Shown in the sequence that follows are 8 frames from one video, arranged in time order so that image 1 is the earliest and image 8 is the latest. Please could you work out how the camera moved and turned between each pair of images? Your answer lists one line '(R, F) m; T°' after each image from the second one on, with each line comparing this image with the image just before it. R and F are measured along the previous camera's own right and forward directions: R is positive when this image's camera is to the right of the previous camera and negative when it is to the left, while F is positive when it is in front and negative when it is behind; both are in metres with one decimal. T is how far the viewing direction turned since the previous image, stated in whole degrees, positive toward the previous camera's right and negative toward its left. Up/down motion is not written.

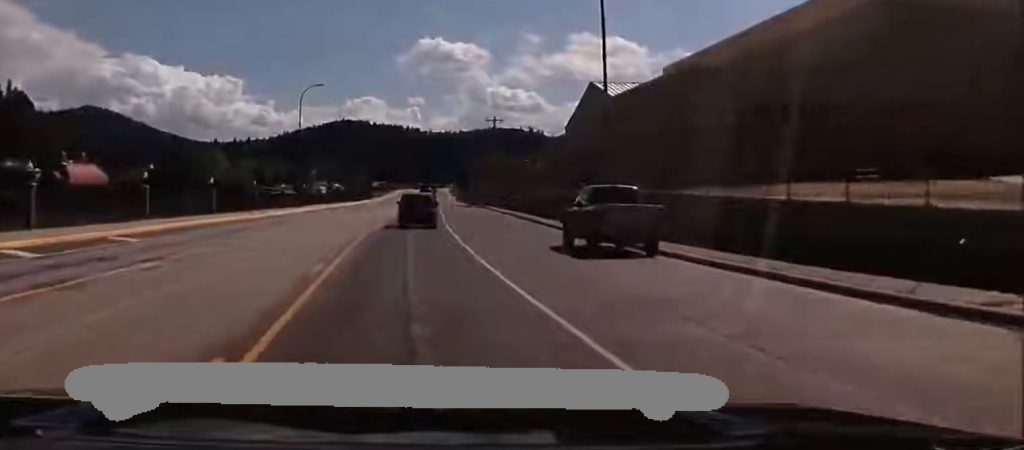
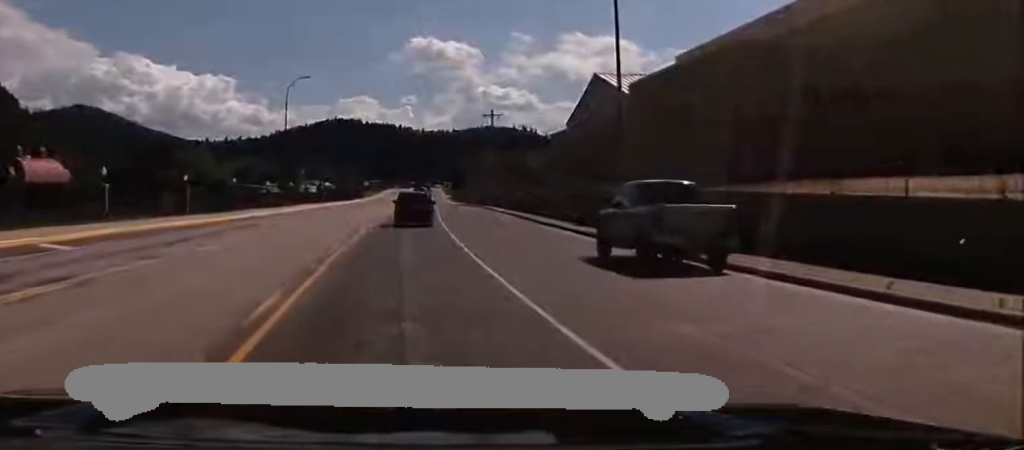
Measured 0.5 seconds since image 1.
(-0.1, +5.8) m; +1°
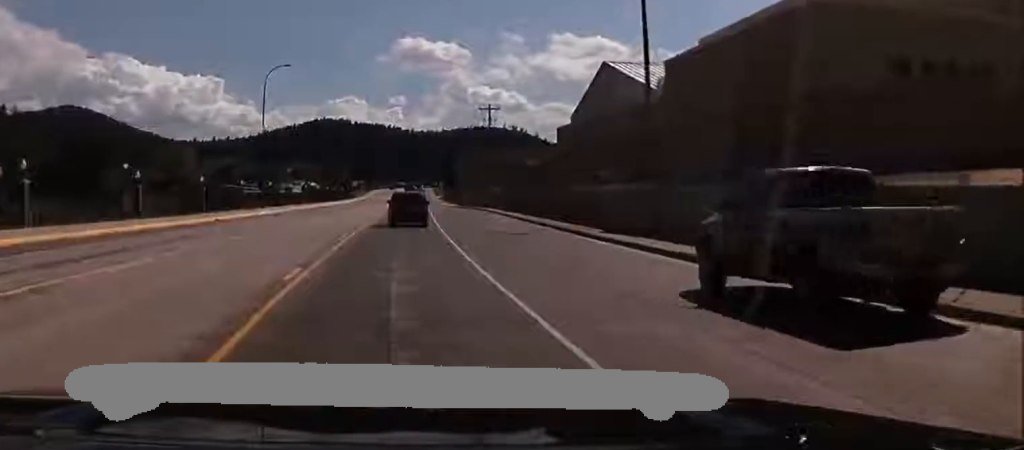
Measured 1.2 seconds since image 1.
(0.0, +8.5) m; +1°
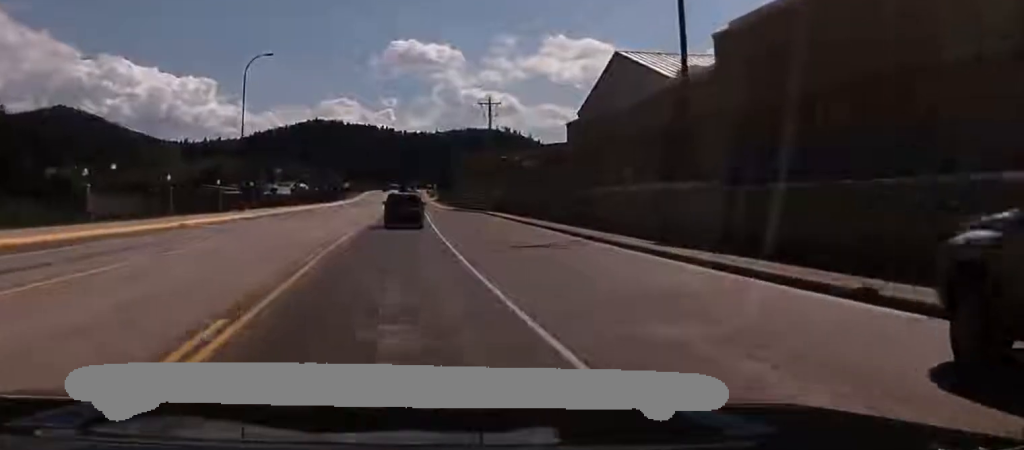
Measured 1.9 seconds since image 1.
(+0.2, +7.3) m; +1°
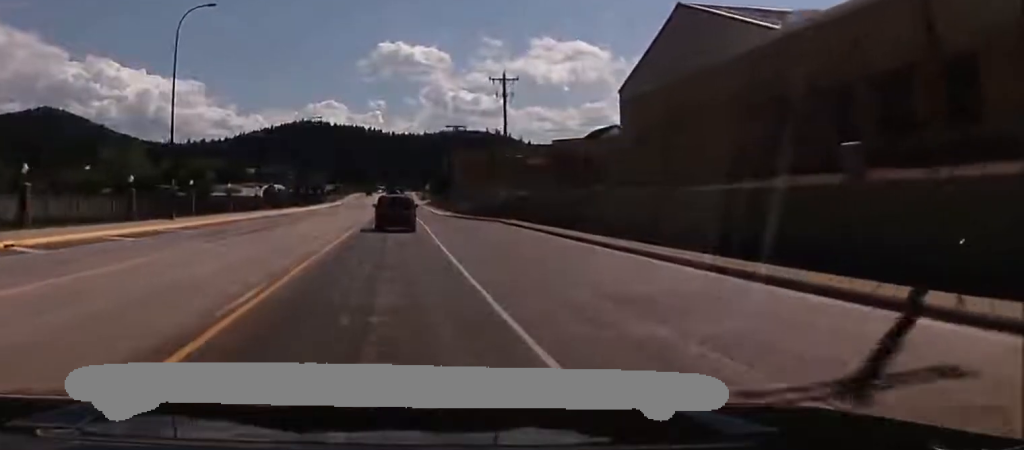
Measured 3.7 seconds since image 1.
(-0.5, +20.4) m; -2°
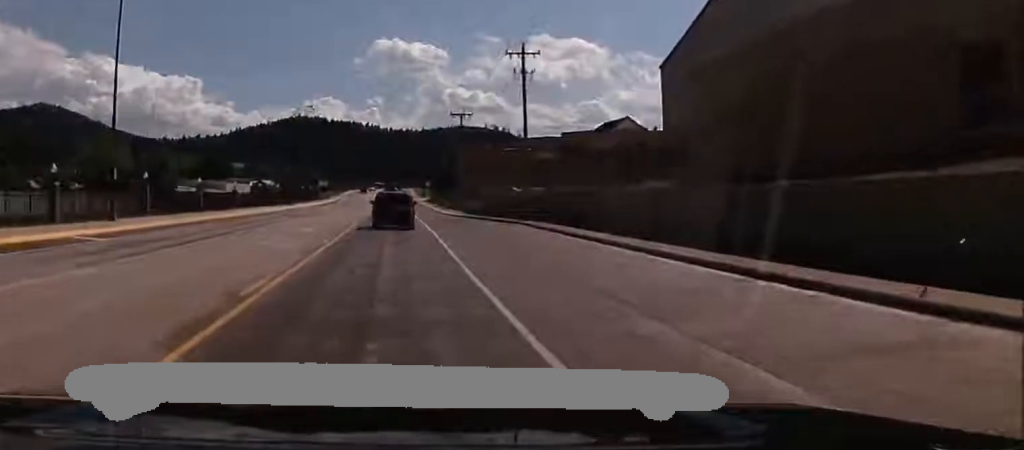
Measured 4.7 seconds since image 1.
(+0.2, +11.2) m; +1°
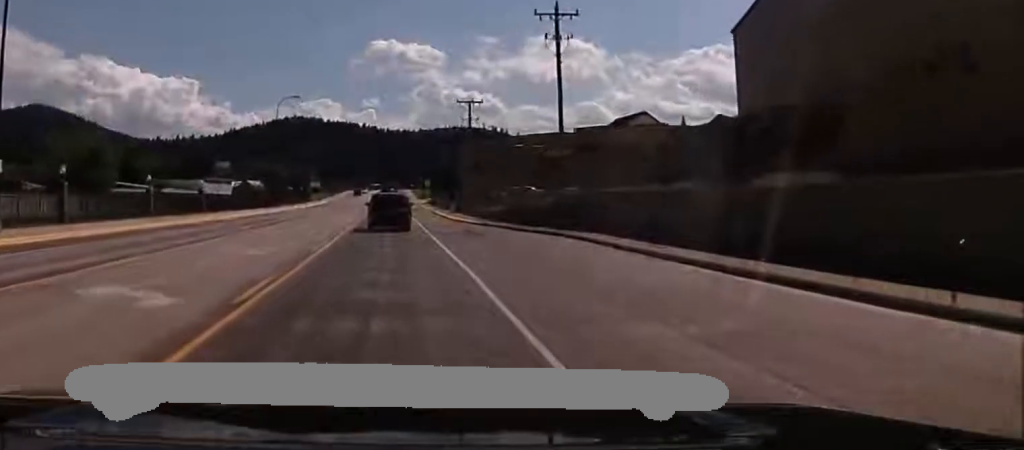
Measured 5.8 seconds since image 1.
(+0.1, +13.1) m; +1°
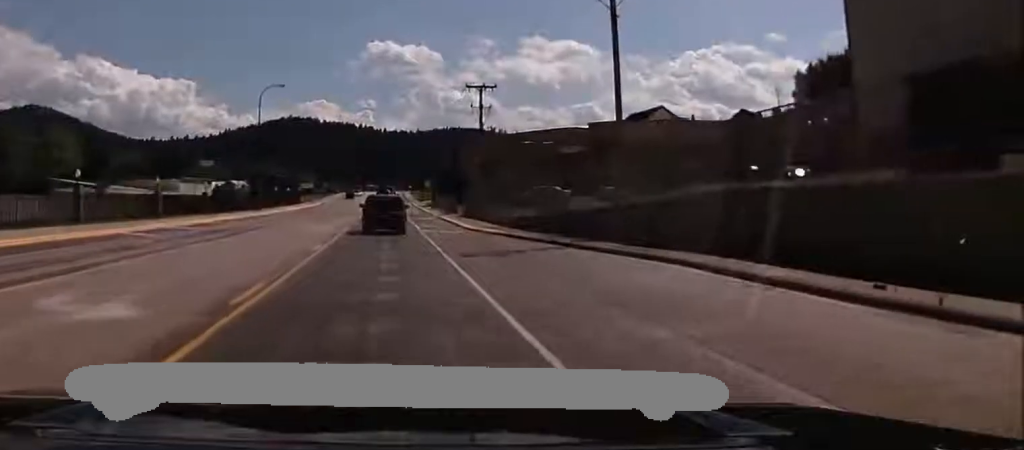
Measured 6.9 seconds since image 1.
(0.0, +12.0) m; -2°
